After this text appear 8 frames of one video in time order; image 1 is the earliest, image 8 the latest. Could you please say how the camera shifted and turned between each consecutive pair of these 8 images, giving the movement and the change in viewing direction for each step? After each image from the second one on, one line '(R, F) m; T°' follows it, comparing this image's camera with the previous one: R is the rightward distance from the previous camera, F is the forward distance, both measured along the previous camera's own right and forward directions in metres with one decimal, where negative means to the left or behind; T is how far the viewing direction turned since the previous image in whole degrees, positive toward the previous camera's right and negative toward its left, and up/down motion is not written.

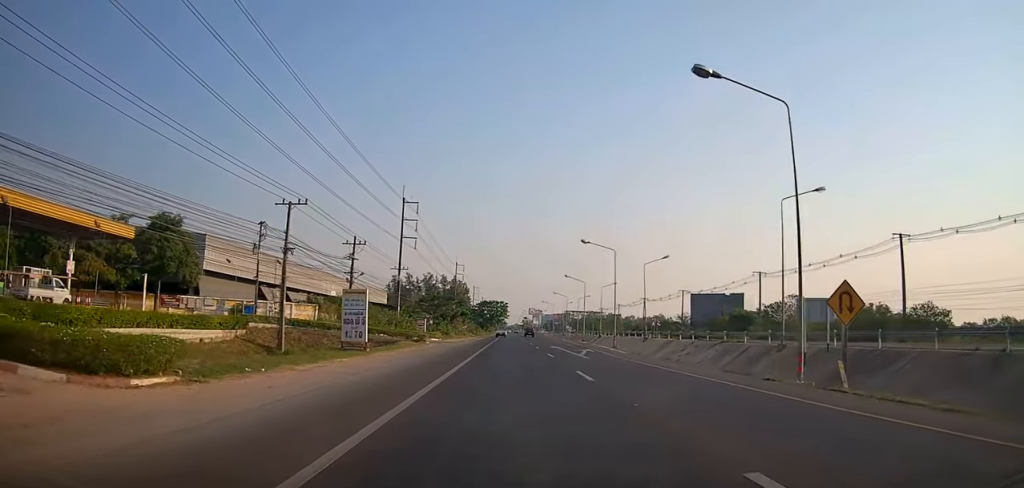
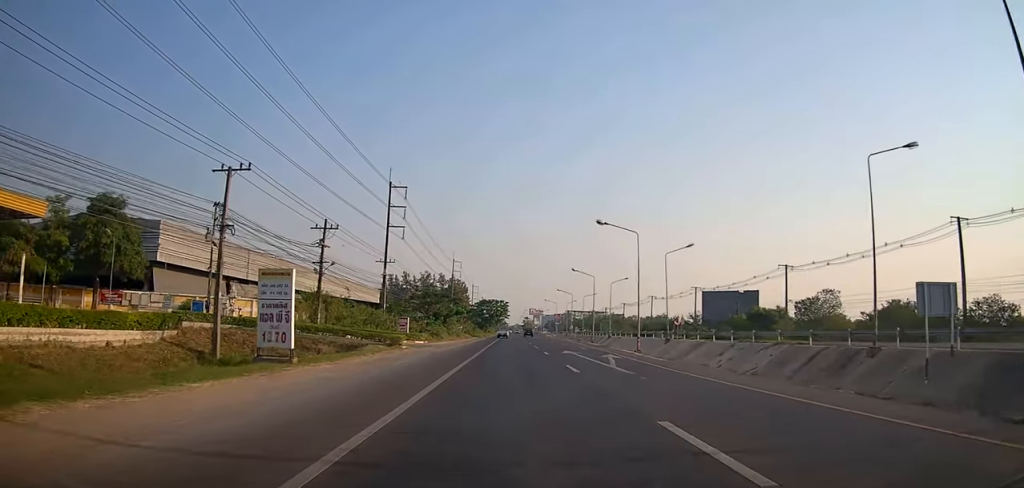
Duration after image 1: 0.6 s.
(-0.1, +9.3) m; 0°
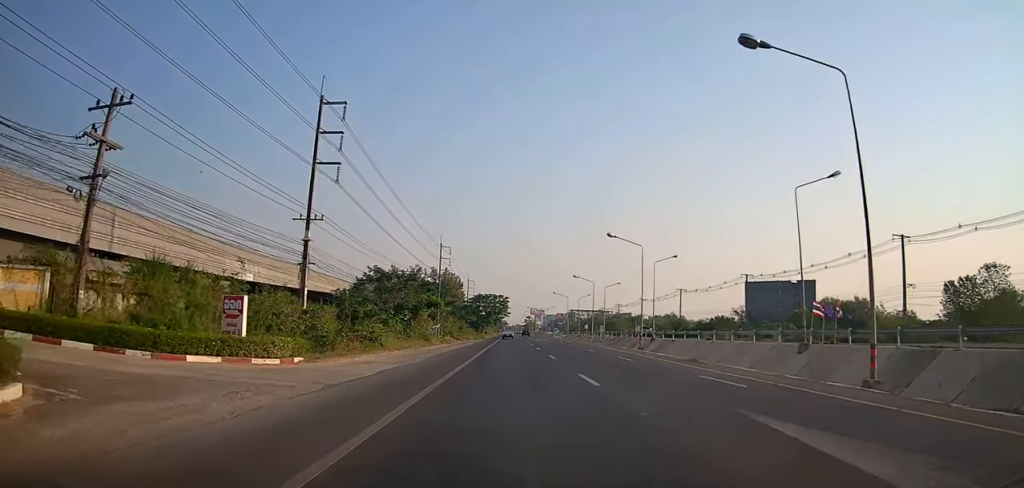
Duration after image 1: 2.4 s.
(+0.2, +28.1) m; 0°
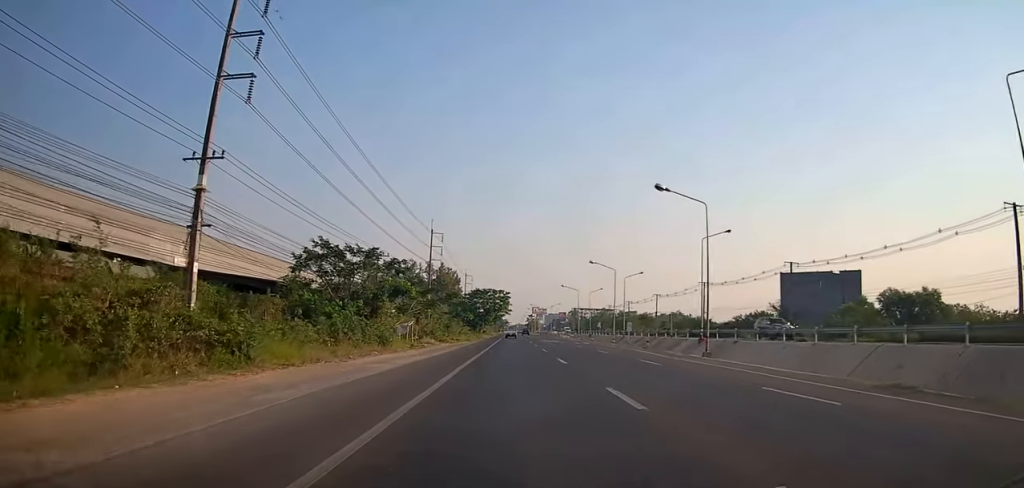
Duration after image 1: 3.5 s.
(-0.7, +16.5) m; -2°
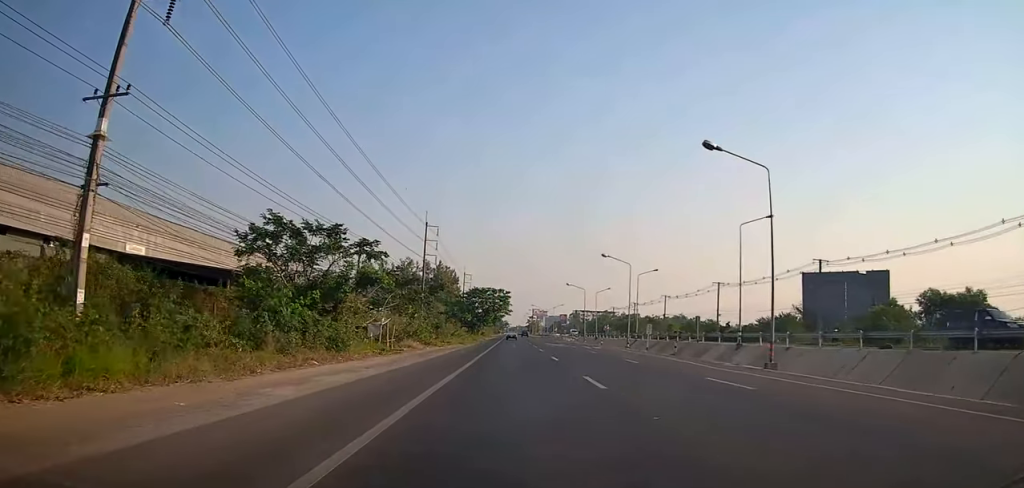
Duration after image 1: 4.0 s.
(-0.2, +8.5) m; +2°
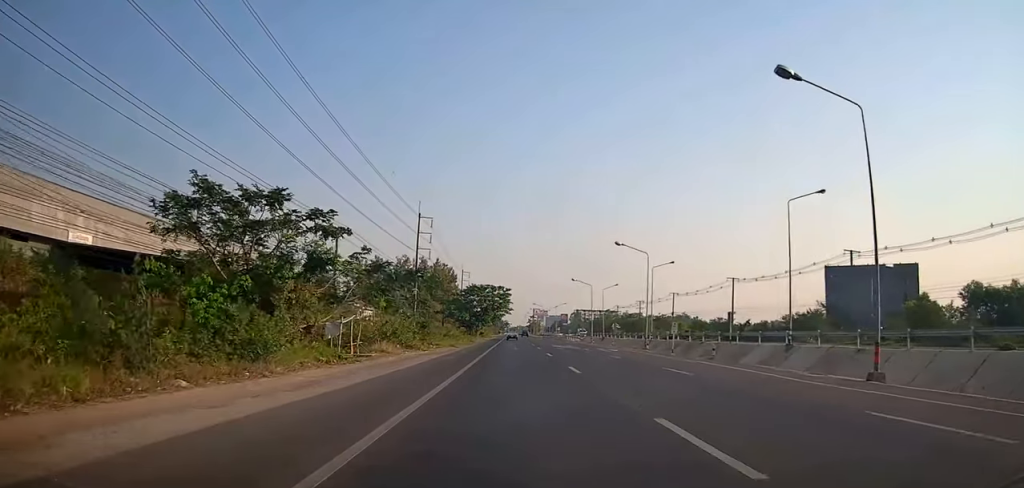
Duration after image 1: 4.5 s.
(+0.2, +7.8) m; +1°
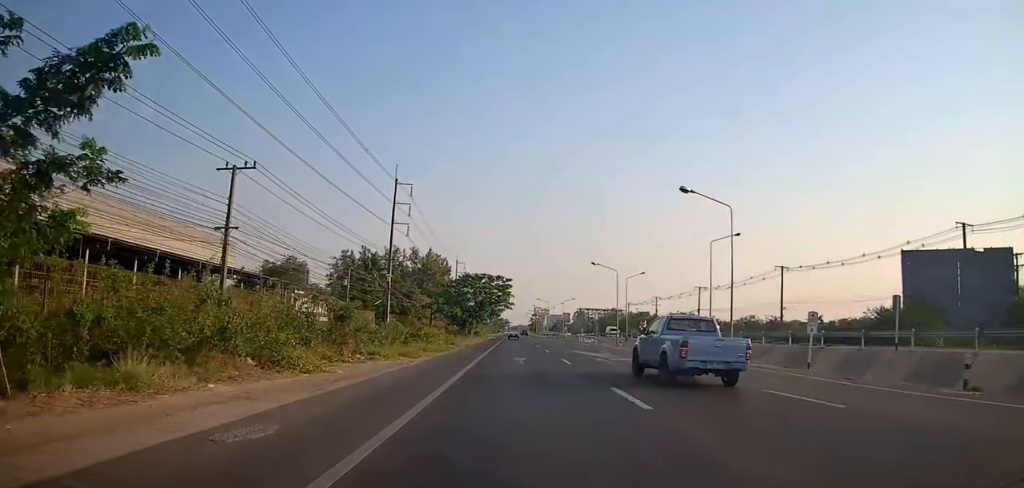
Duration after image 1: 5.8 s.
(+0.1, +20.1) m; 0°
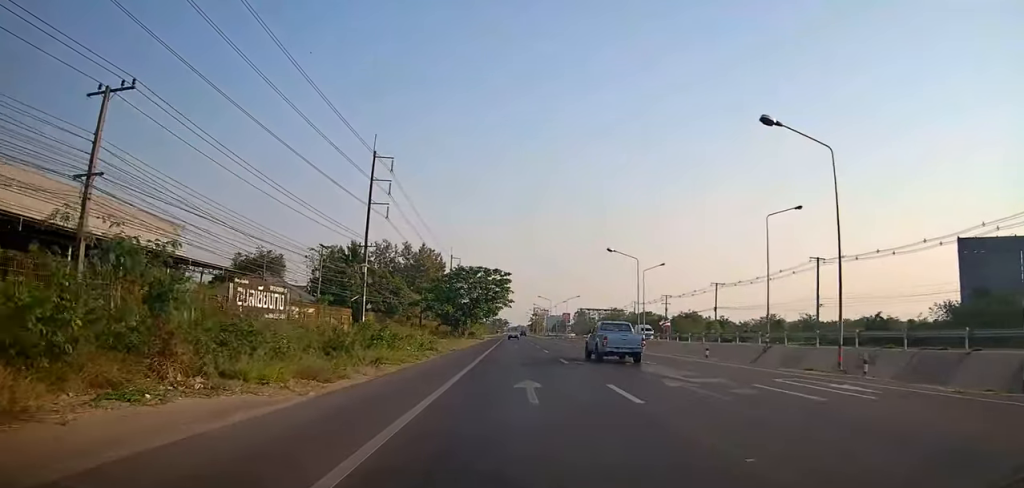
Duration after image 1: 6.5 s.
(-0.1, +11.7) m; 0°
